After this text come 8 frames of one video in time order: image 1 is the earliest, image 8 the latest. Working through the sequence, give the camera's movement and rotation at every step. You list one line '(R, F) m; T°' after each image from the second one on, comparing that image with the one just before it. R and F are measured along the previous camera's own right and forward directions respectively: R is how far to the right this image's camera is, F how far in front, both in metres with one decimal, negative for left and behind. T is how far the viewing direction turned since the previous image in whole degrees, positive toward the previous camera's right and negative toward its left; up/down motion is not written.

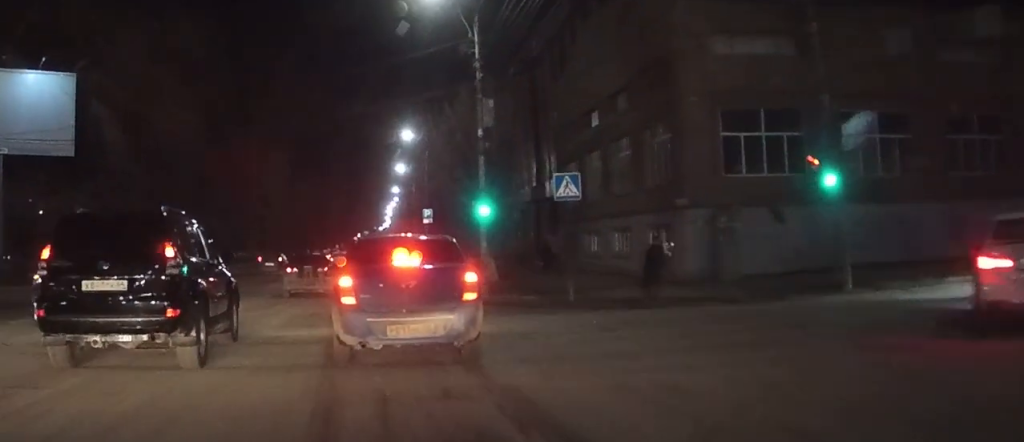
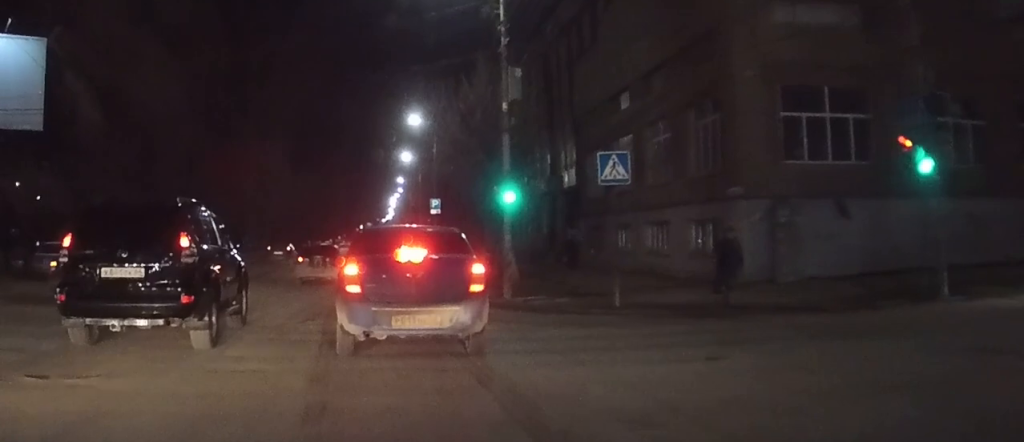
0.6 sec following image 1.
(+0.1, +3.9) m; +1°
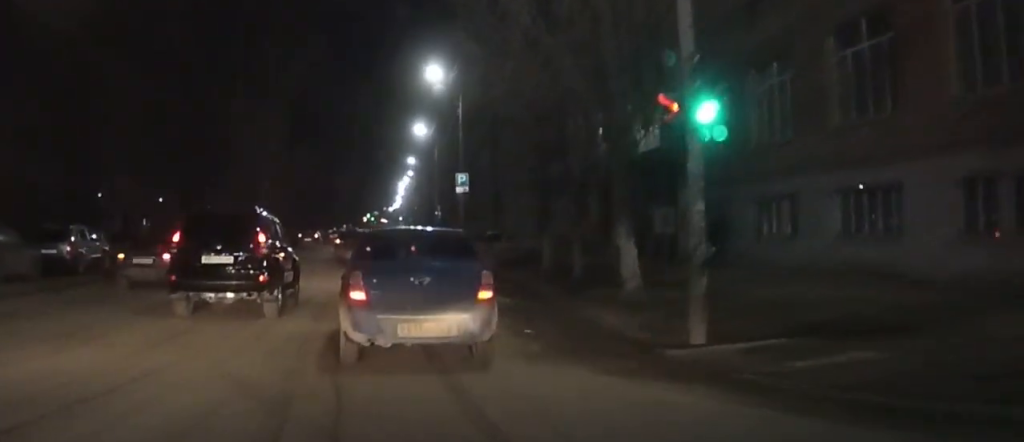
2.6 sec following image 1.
(+0.1, +13.5) m; +1°
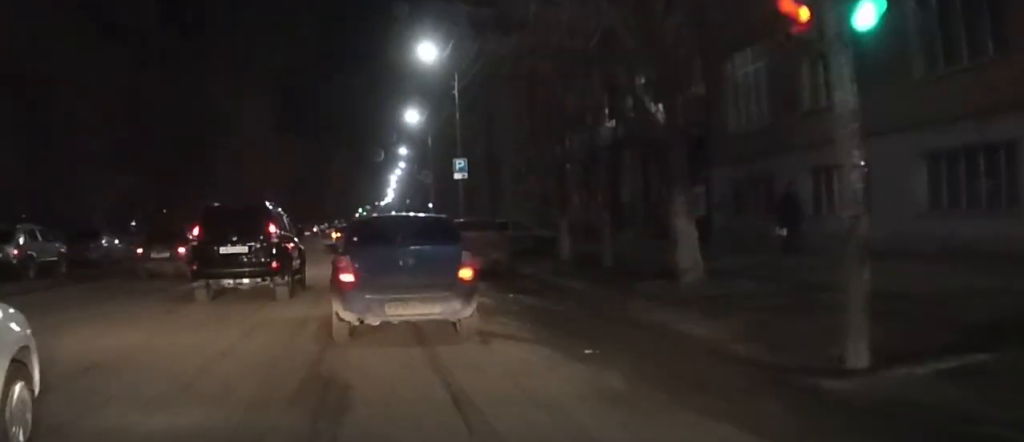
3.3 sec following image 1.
(0.0, +4.0) m; 0°
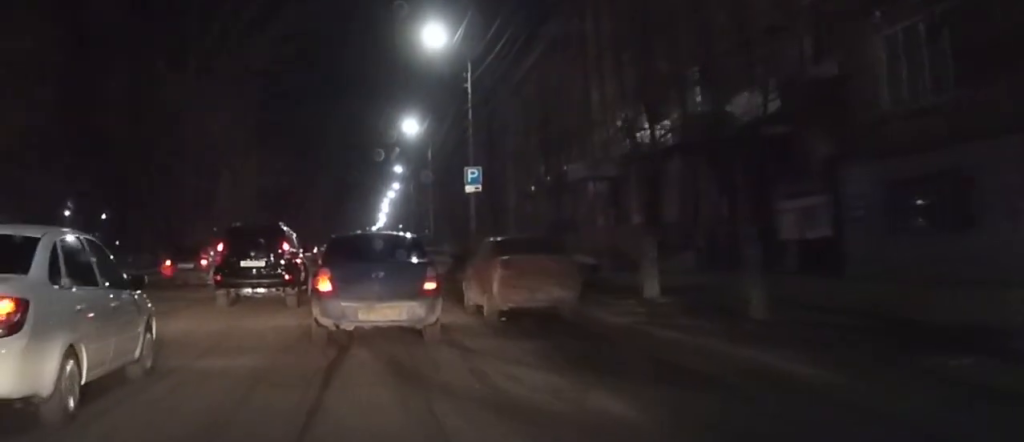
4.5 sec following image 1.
(0.0, +7.3) m; -1°
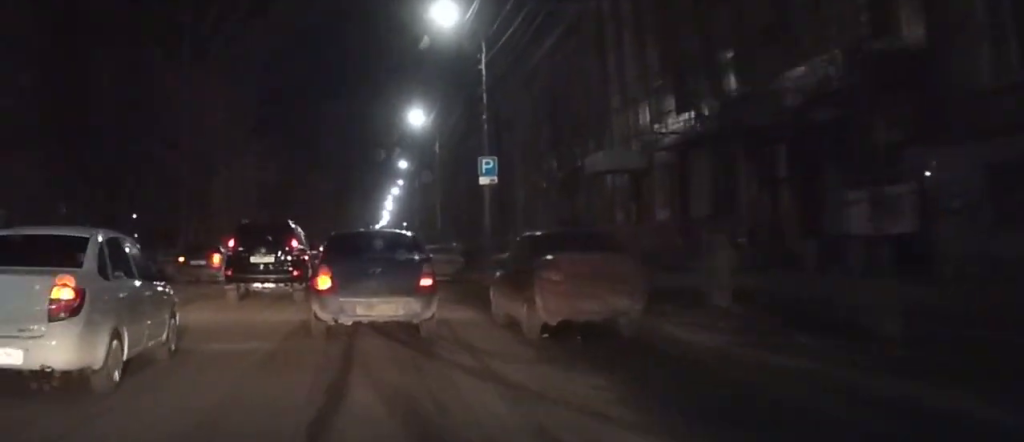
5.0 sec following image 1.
(0.0, +2.3) m; -1°
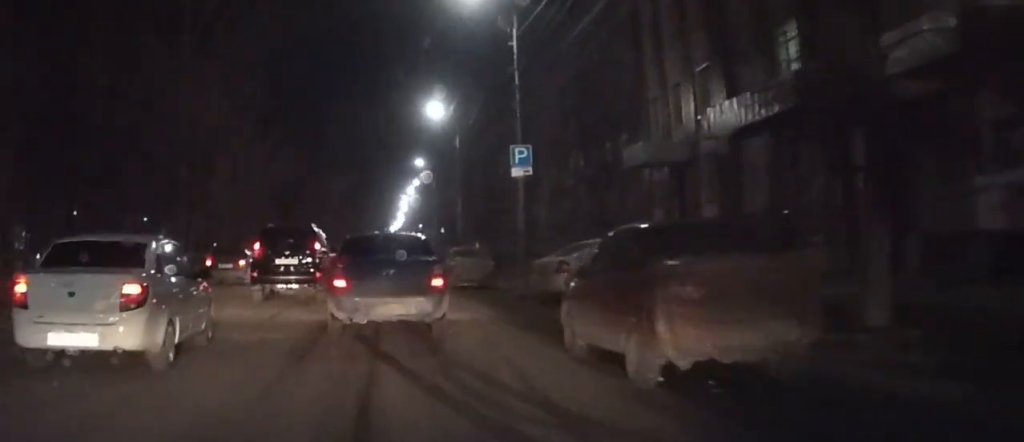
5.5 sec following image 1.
(0.0, +3.0) m; -1°
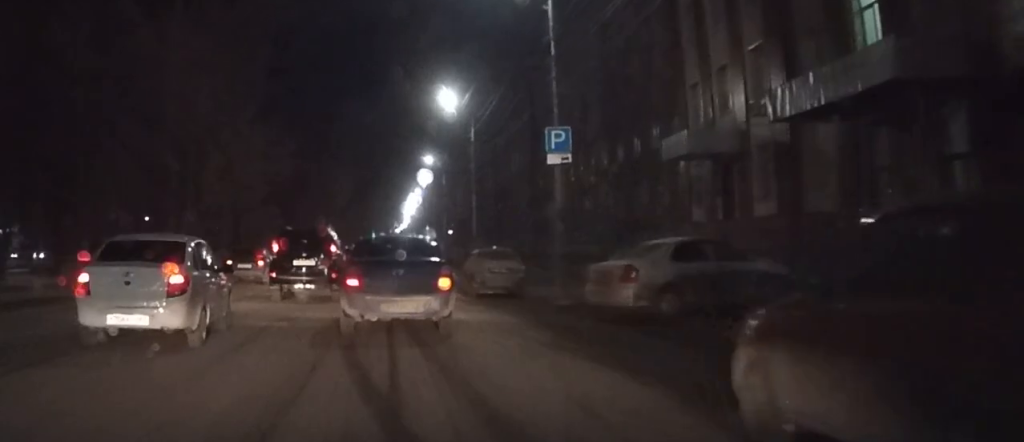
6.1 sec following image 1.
(0.0, +3.5) m; -1°
